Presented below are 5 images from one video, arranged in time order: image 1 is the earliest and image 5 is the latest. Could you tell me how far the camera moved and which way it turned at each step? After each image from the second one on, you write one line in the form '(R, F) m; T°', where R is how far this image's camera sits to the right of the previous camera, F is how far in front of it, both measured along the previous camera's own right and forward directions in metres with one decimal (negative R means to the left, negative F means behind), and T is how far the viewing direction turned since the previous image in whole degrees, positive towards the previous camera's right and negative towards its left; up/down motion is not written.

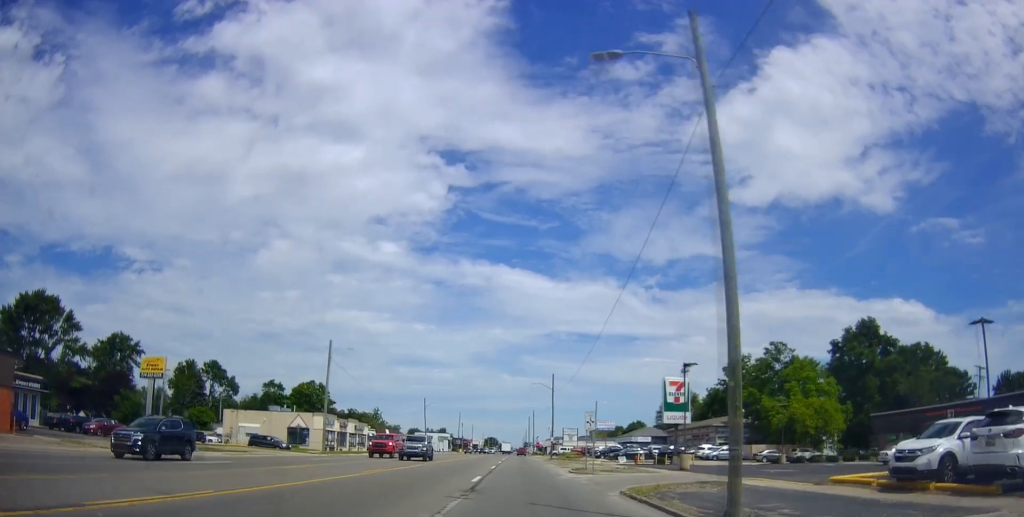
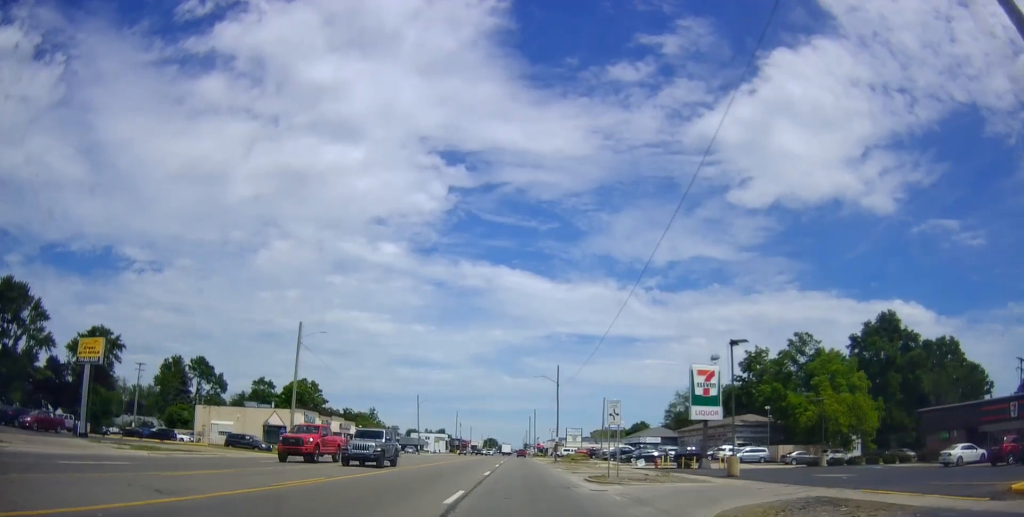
(0.0, +8.4) m; -2°
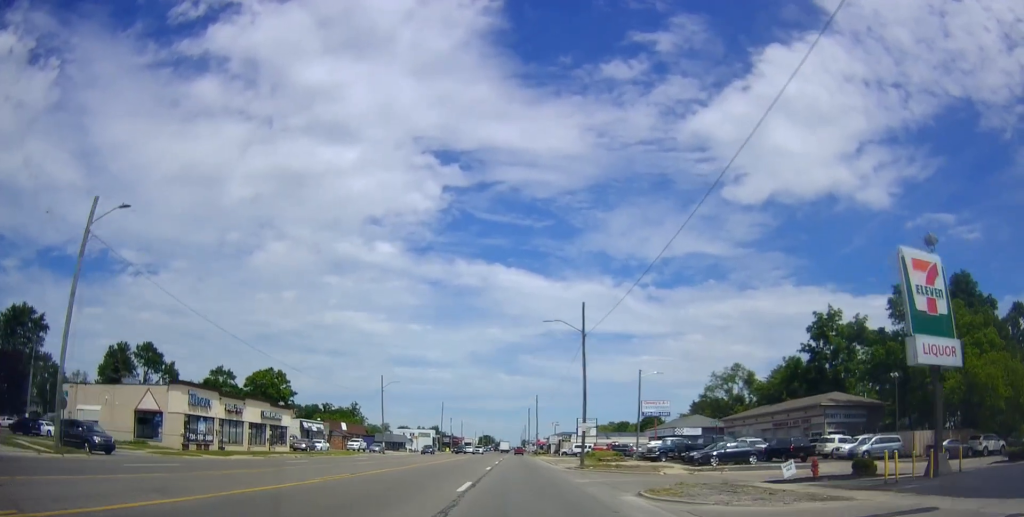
(-0.4, +27.3) m; +1°
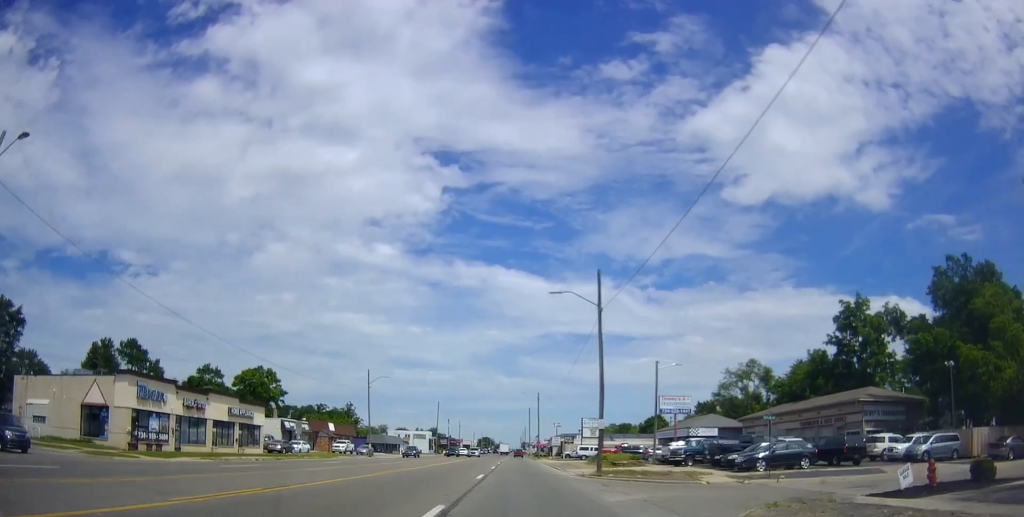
(+0.1, +7.4) m; +1°
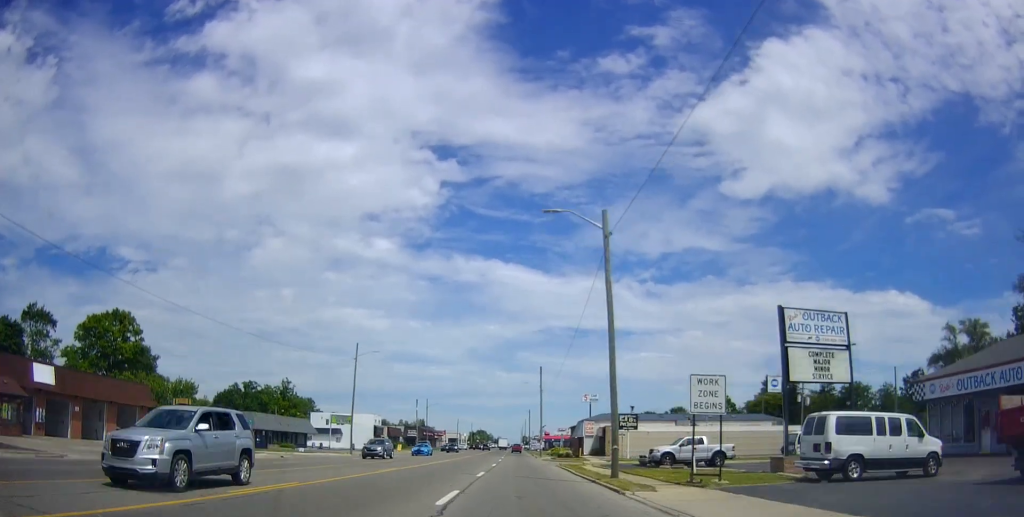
(-3.1, +69.2) m; -2°
